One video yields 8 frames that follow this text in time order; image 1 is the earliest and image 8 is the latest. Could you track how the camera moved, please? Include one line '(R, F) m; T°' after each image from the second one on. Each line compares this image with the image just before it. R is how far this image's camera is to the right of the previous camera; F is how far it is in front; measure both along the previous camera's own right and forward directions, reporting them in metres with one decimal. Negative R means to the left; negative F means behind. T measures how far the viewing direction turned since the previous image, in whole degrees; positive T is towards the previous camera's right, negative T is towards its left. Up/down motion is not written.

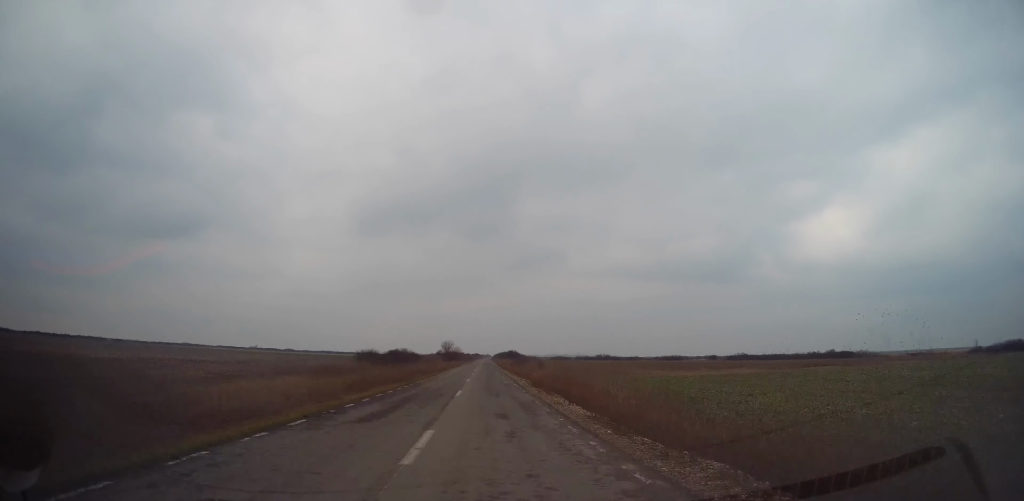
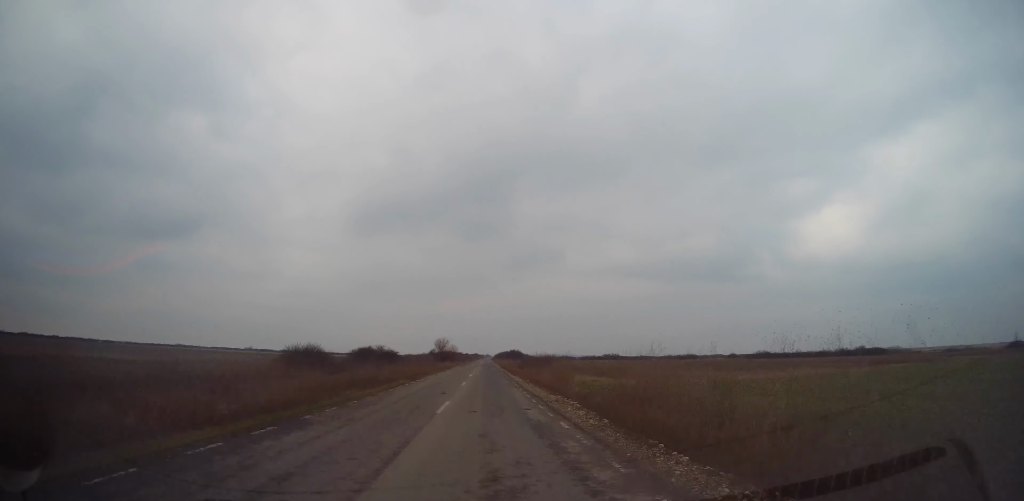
(+0.2, +17.9) m; 0°
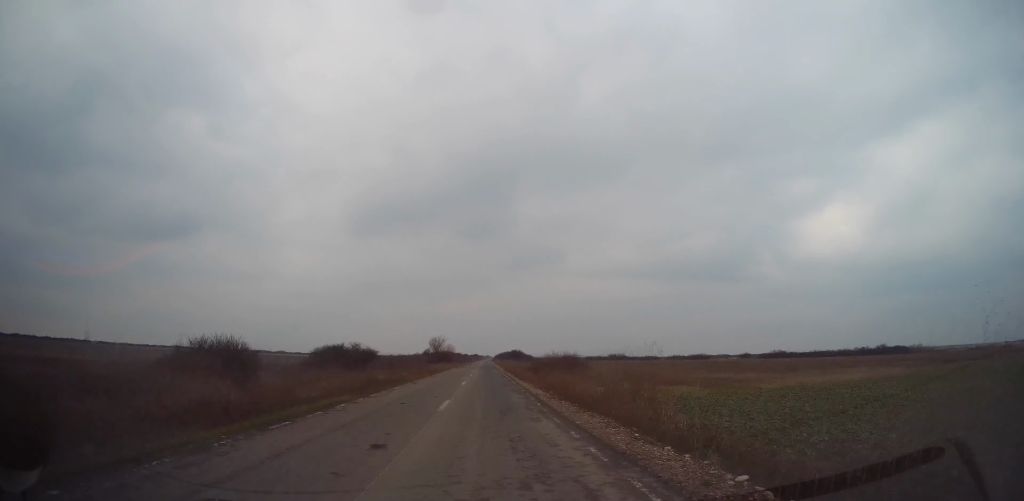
(0.0, +11.4) m; 0°
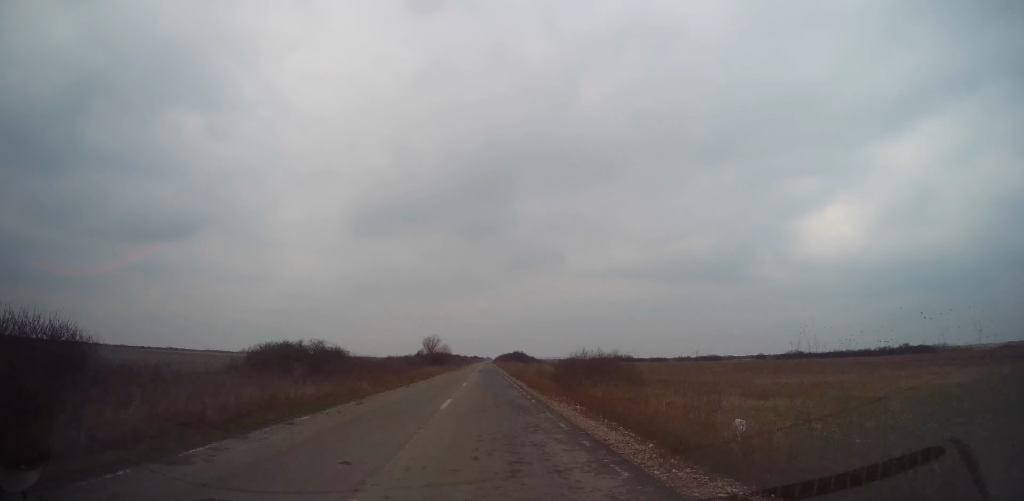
(-0.1, +11.2) m; 0°
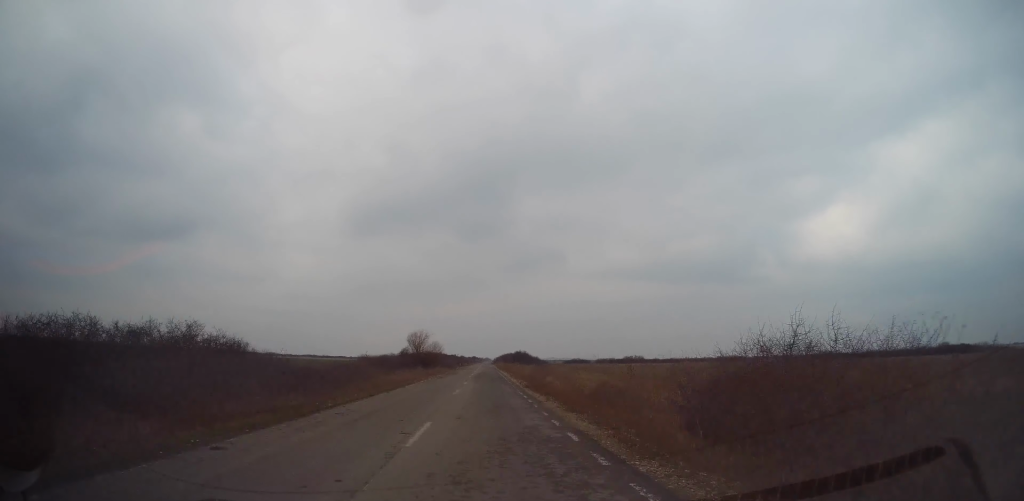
(-0.1, +17.6) m; 0°
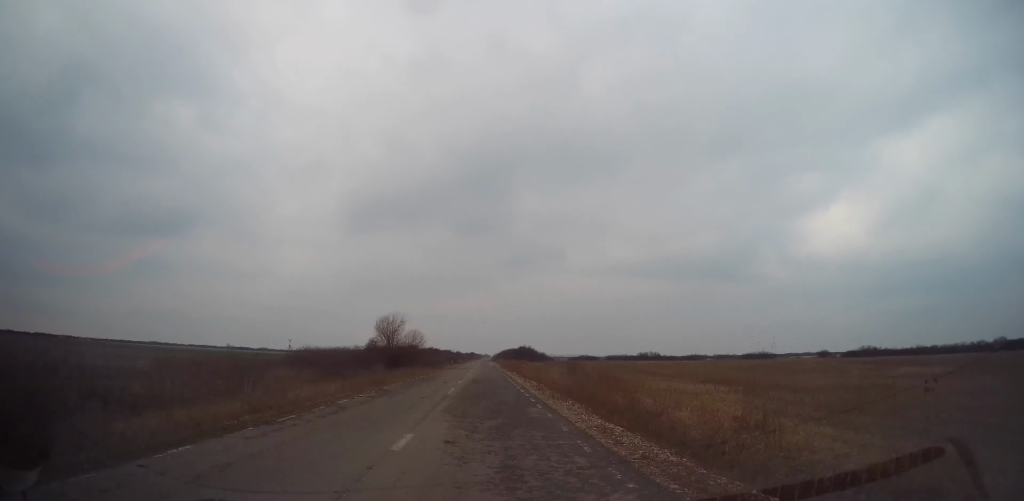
(0.0, +21.5) m; 0°
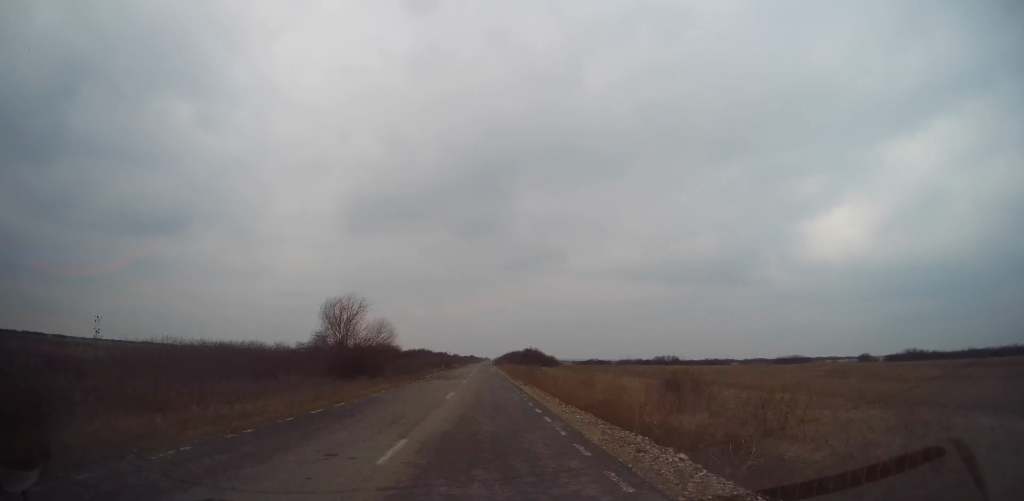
(0.0, +18.3) m; 0°
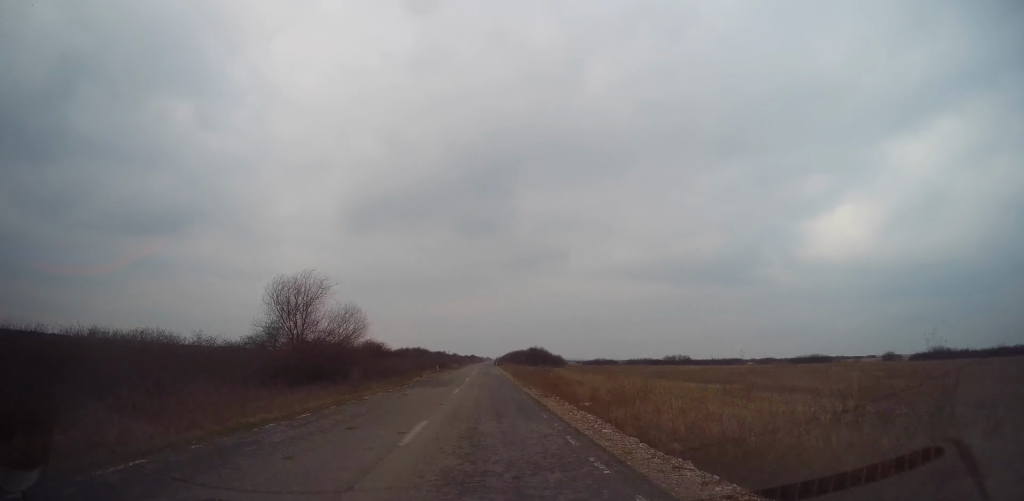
(0.0, +9.3) m; 0°
